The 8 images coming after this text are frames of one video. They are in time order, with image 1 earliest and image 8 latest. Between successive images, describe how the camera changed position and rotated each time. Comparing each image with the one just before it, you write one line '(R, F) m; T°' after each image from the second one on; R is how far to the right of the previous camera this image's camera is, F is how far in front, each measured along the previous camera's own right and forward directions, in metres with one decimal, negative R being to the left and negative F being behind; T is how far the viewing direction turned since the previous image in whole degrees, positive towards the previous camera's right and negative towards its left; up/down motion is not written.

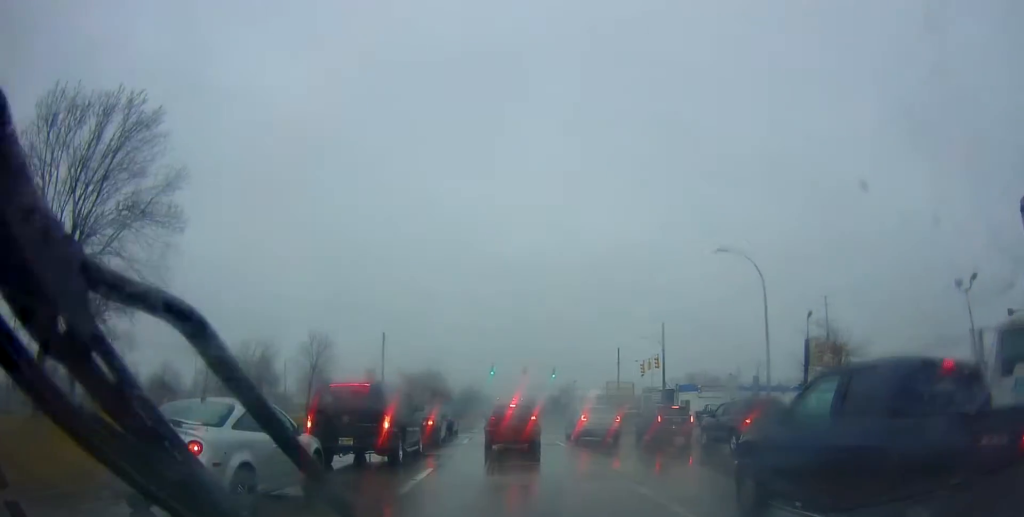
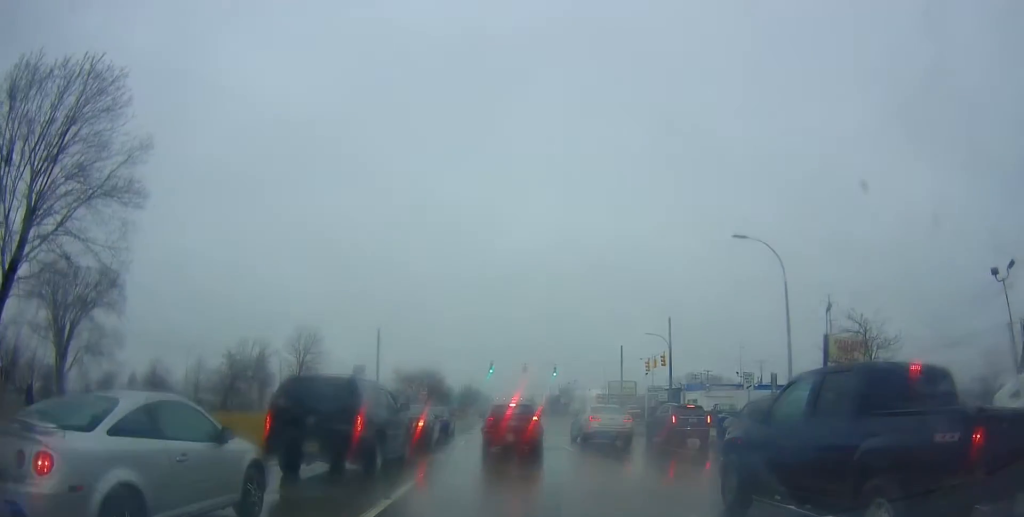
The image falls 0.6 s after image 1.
(-0.3, +2.3) m; -6°
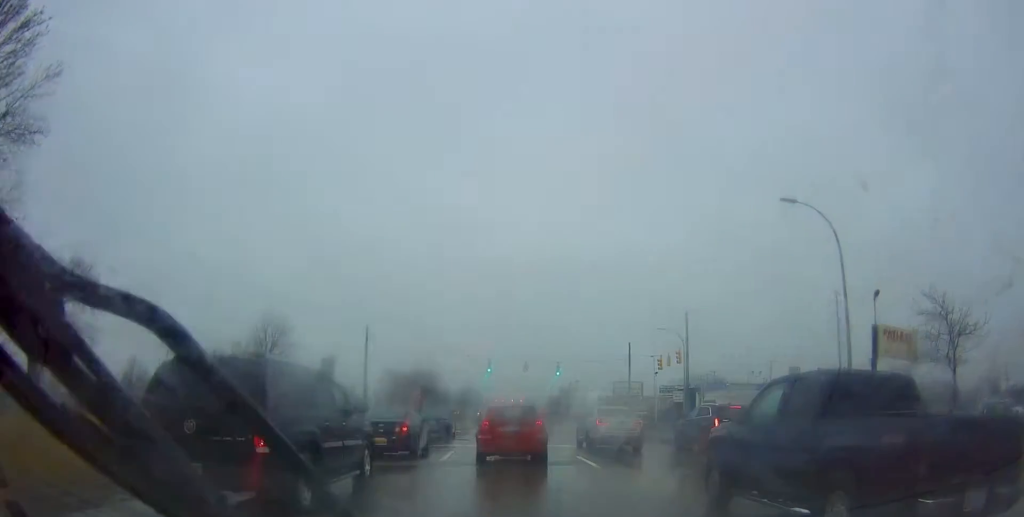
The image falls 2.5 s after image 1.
(-0.2, +5.1) m; +2°
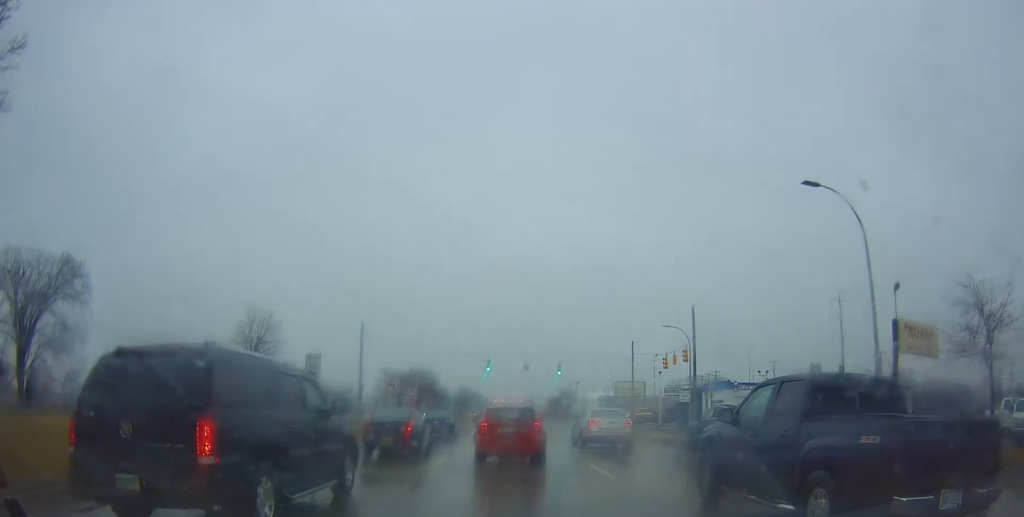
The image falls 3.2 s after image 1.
(+0.1, +1.7) m; +1°
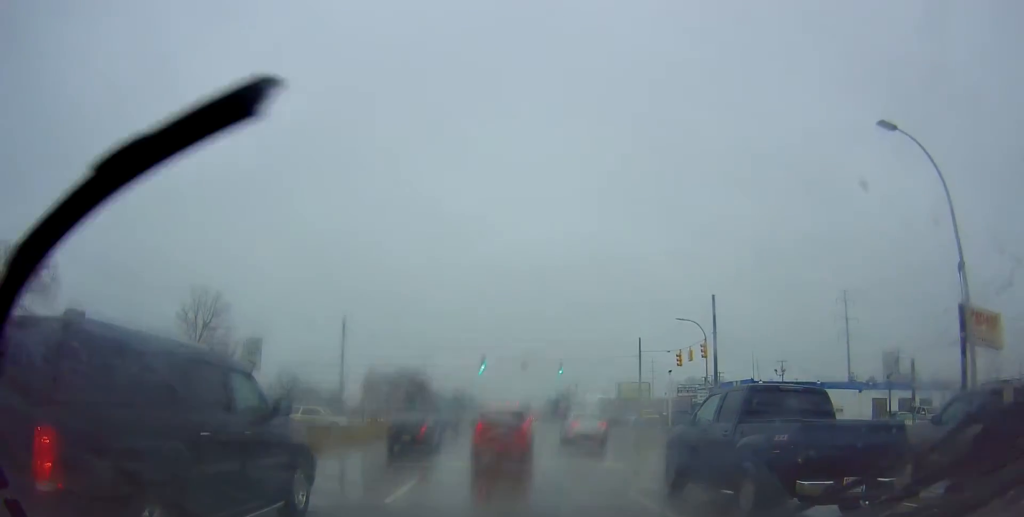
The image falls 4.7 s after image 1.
(-0.3, +5.1) m; +1°
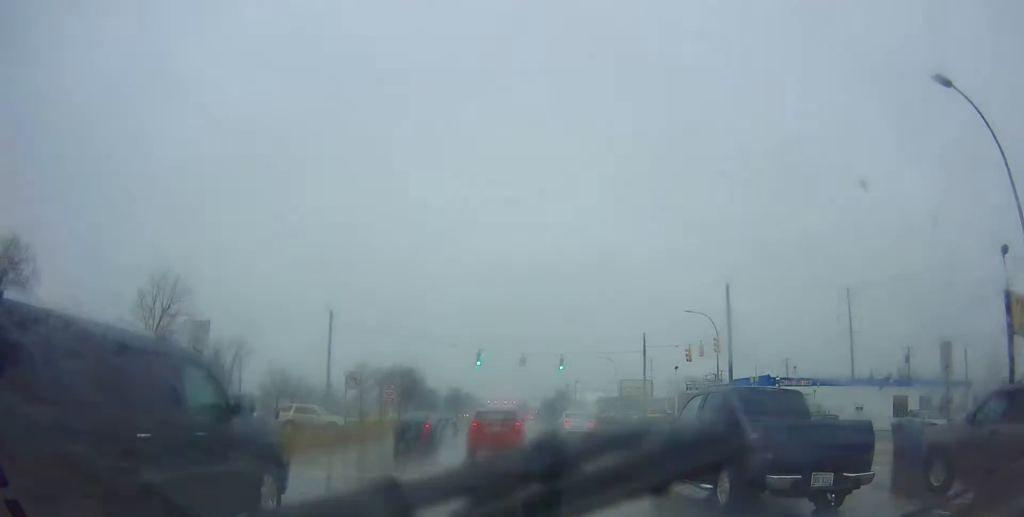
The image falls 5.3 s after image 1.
(+0.1, +2.8) m; +3°
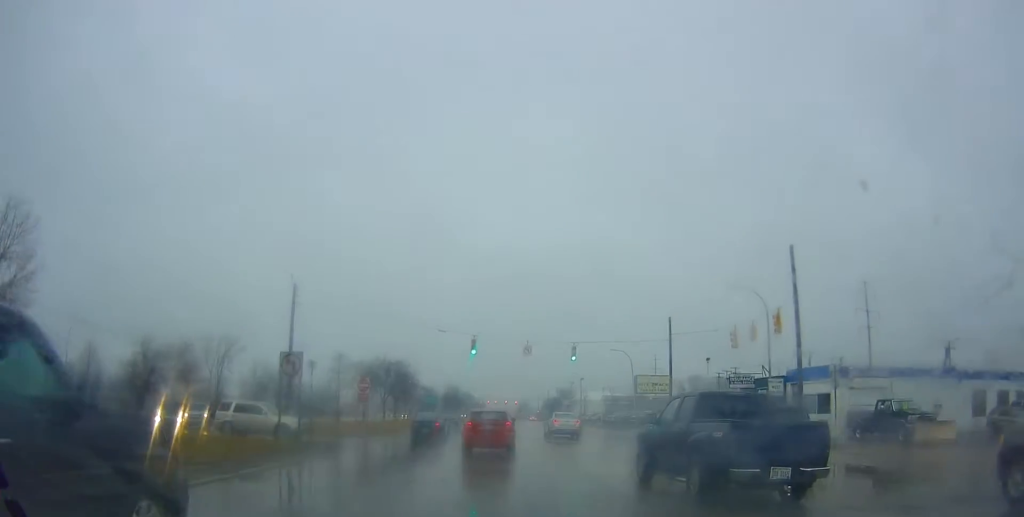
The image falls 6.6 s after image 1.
(+0.2, +8.3) m; -3°
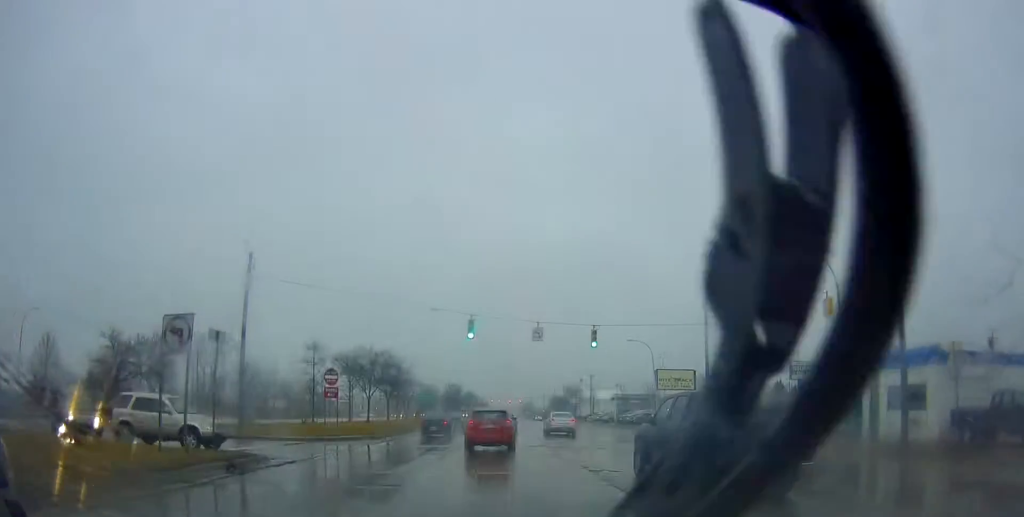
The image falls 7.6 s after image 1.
(-0.4, +7.7) m; -1°
